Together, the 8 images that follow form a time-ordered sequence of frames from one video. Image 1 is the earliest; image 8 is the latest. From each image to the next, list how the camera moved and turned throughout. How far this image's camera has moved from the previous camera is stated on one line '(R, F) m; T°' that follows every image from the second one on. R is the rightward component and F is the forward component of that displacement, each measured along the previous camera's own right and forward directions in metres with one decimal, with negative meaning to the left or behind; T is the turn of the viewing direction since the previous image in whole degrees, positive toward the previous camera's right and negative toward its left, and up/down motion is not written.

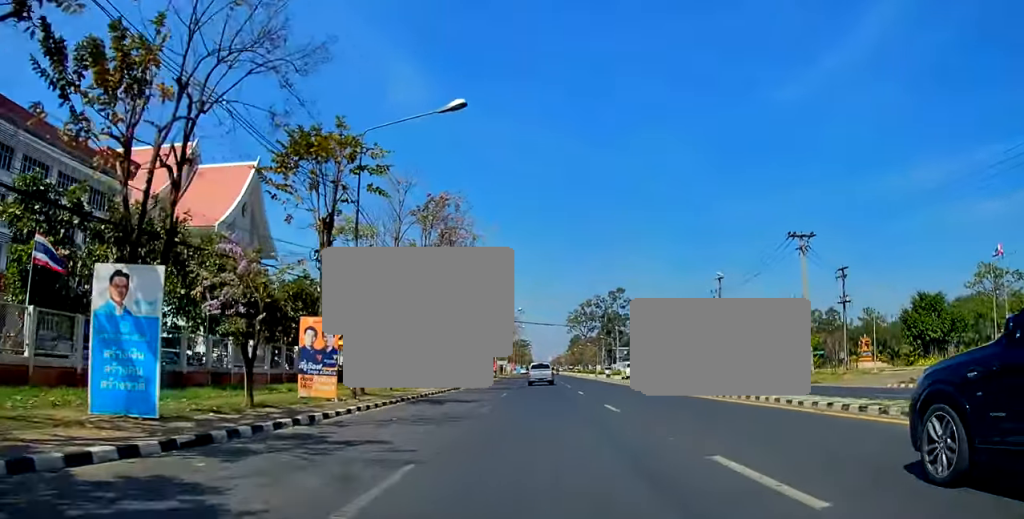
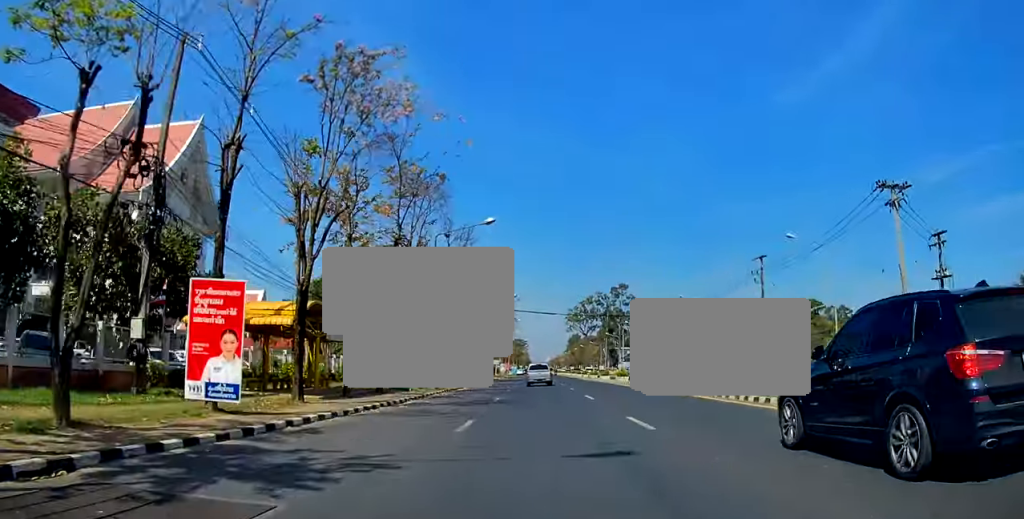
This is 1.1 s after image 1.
(+0.2, +17.3) m; +1°
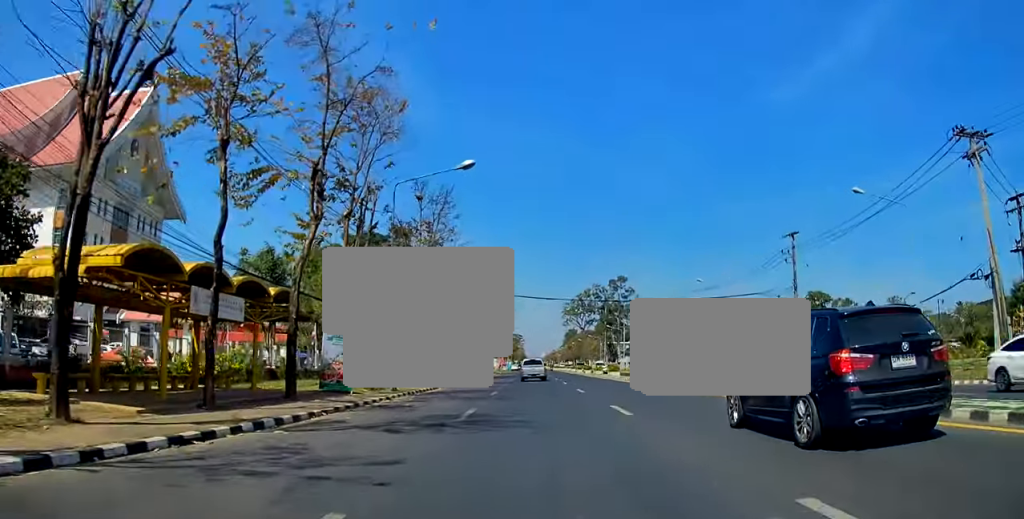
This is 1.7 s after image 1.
(+0.4, +9.8) m; -1°
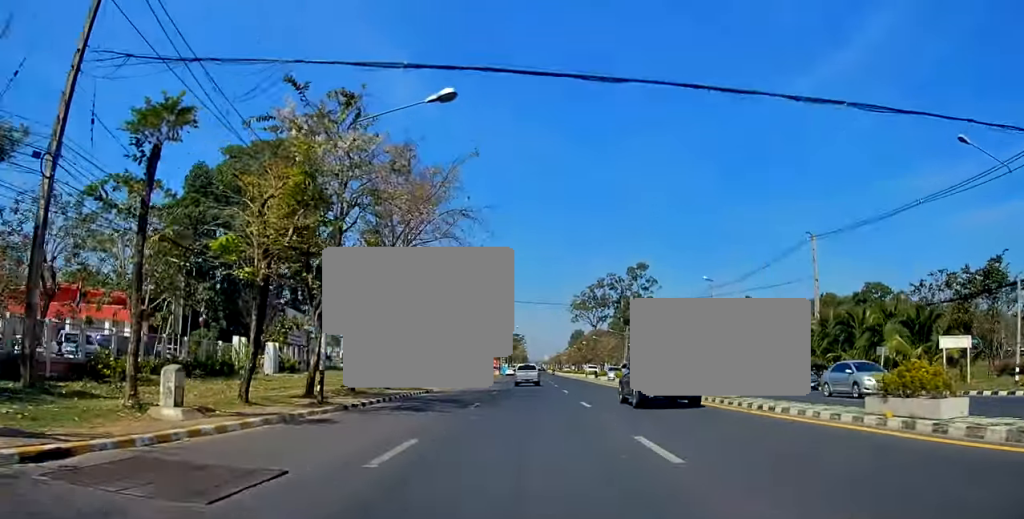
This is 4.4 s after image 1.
(-1.1, +43.1) m; -1°
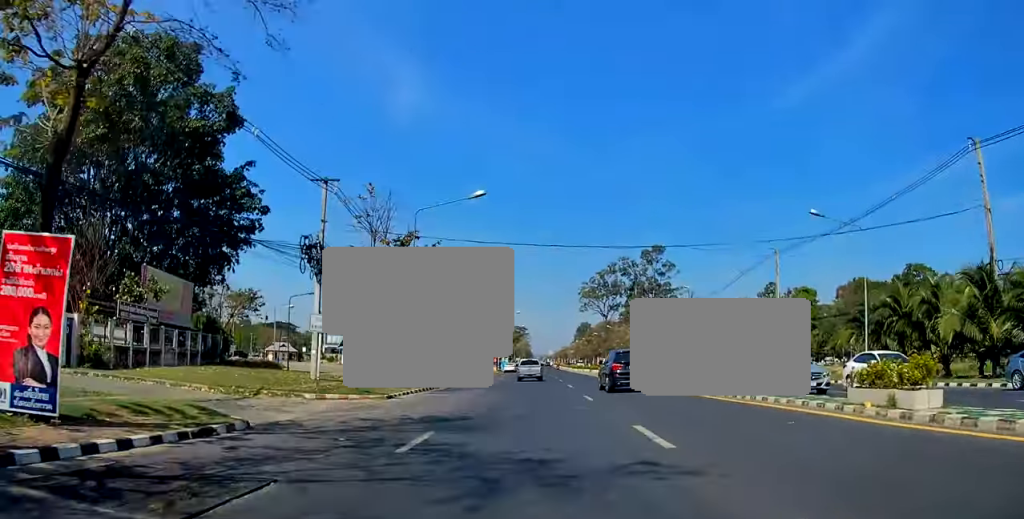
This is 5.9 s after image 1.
(-0.1, +23.4) m; 0°
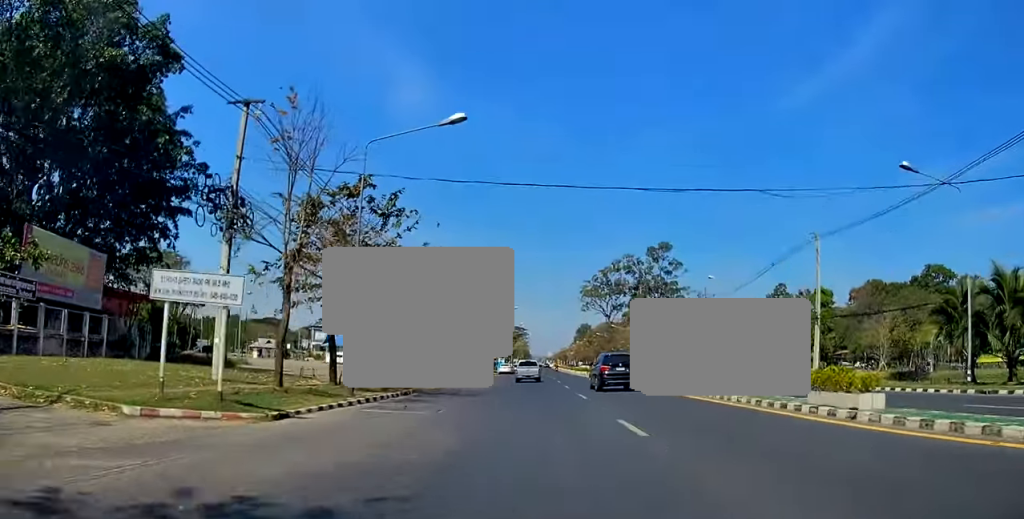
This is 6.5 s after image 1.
(0.0, +10.0) m; 0°
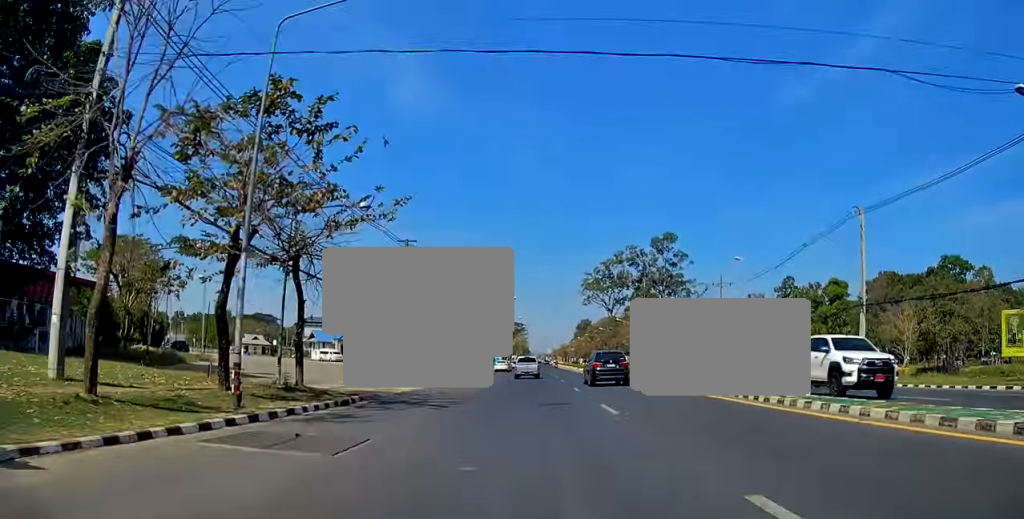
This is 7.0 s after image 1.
(0.0, +8.4) m; 0°
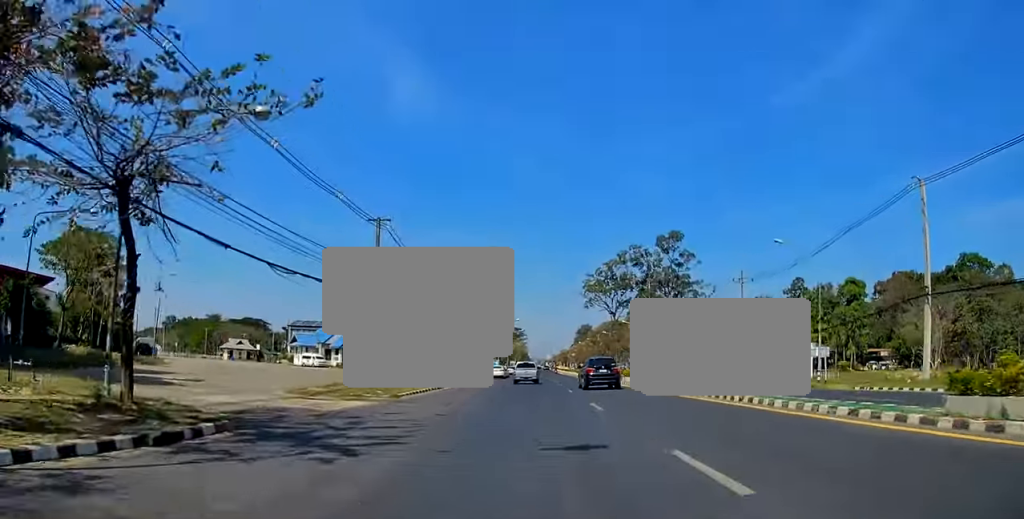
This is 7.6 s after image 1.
(0.0, +8.9) m; 0°
